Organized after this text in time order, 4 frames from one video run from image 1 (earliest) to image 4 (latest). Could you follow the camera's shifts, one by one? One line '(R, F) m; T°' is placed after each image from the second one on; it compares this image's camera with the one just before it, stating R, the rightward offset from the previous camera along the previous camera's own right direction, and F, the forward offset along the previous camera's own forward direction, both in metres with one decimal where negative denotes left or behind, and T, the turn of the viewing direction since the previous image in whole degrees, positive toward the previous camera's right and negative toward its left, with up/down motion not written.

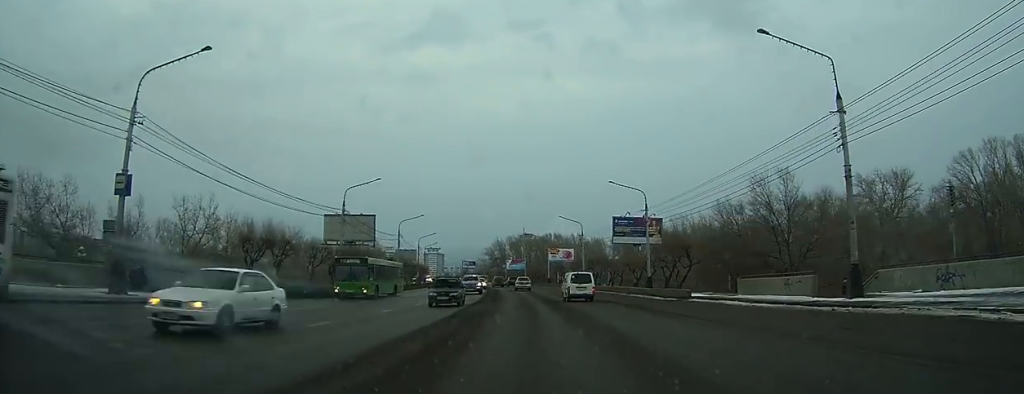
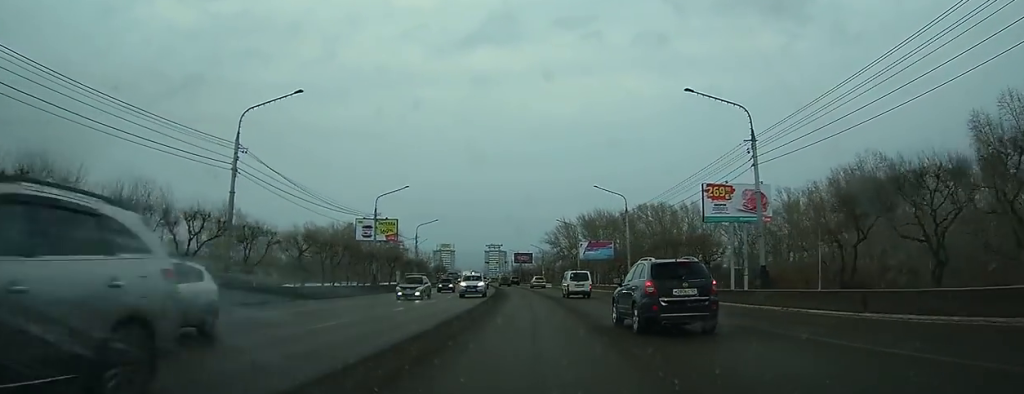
(-4.4, +94.3) m; -6°
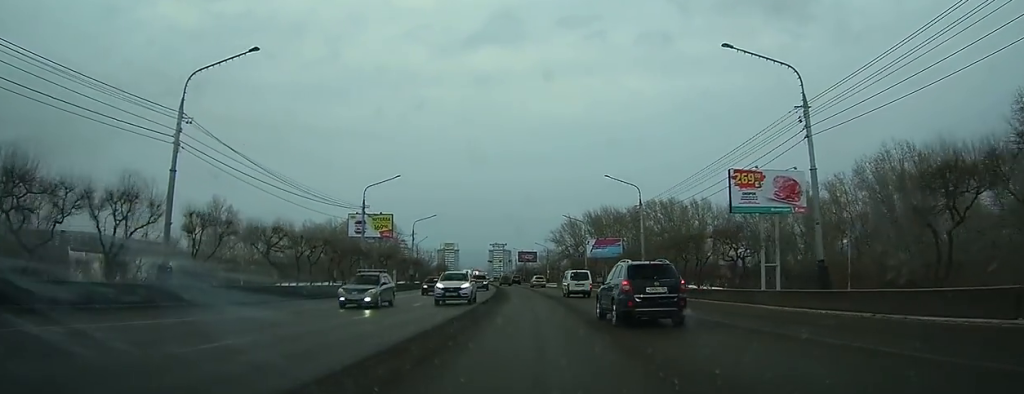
(-0.1, +6.0) m; -1°
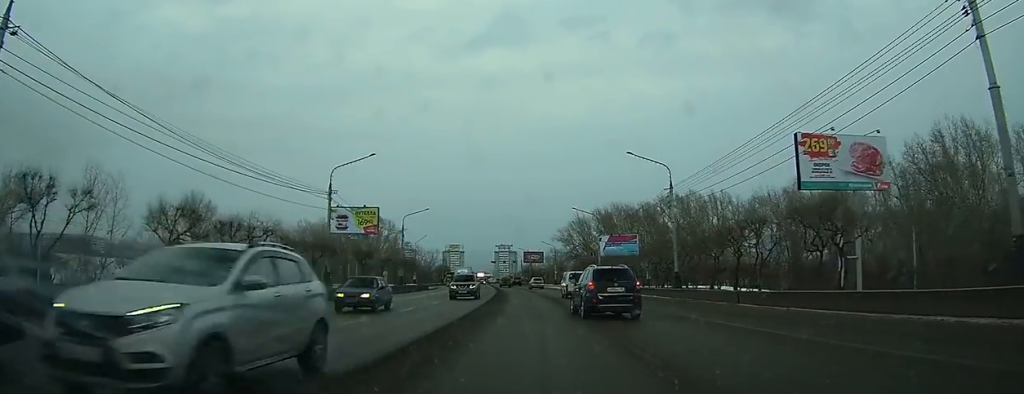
(-0.1, +11.1) m; -1°
